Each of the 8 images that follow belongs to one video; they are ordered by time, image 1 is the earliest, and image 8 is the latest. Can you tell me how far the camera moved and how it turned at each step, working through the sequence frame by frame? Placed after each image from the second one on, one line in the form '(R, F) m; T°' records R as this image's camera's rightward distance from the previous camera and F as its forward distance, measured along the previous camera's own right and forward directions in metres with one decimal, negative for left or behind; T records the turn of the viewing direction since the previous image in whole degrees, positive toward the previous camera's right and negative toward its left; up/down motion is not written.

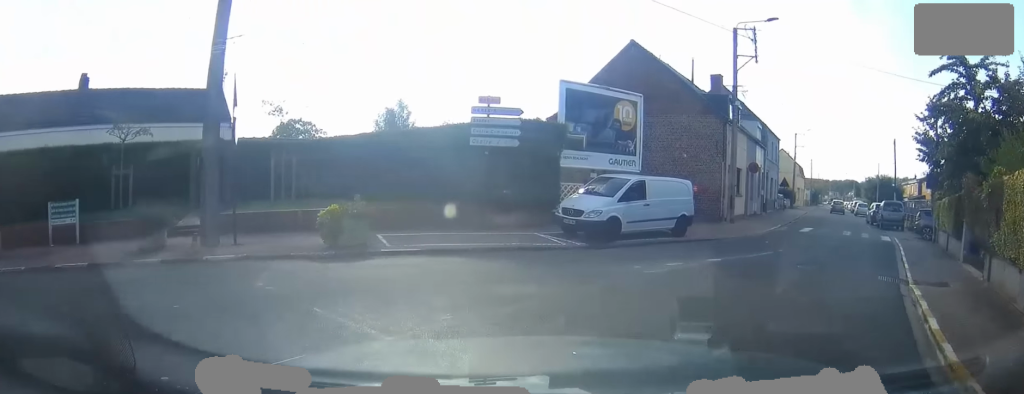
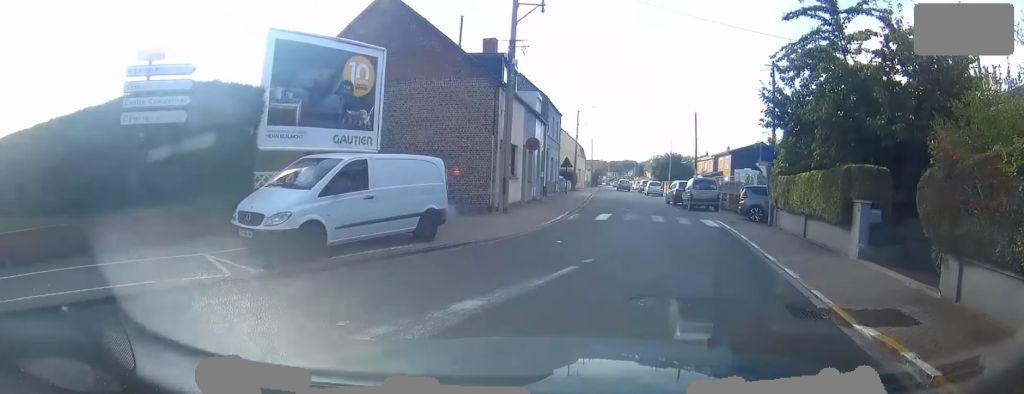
(+1.0, +5.4) m; +19°
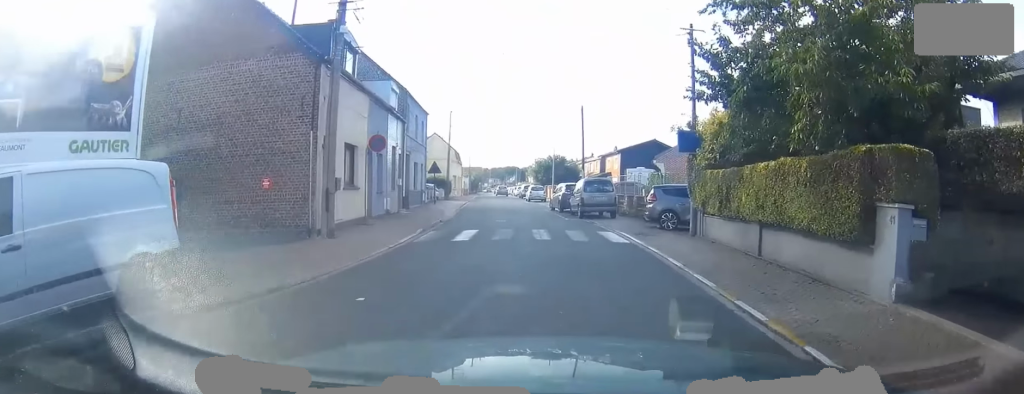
(+0.5, +5.1) m; +7°
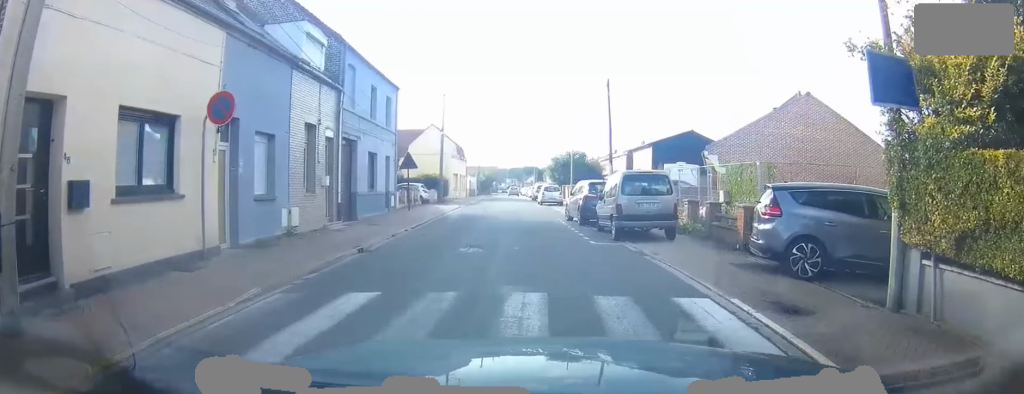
(0.0, +9.9) m; -3°
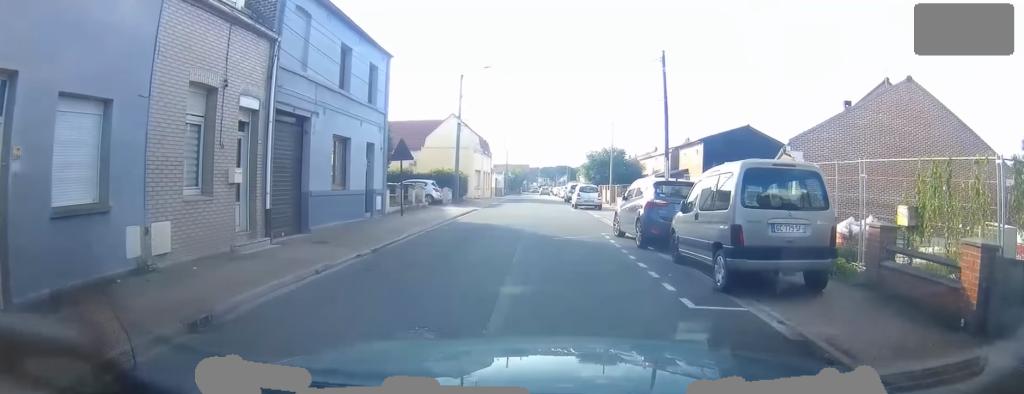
(-0.1, +7.1) m; +1°
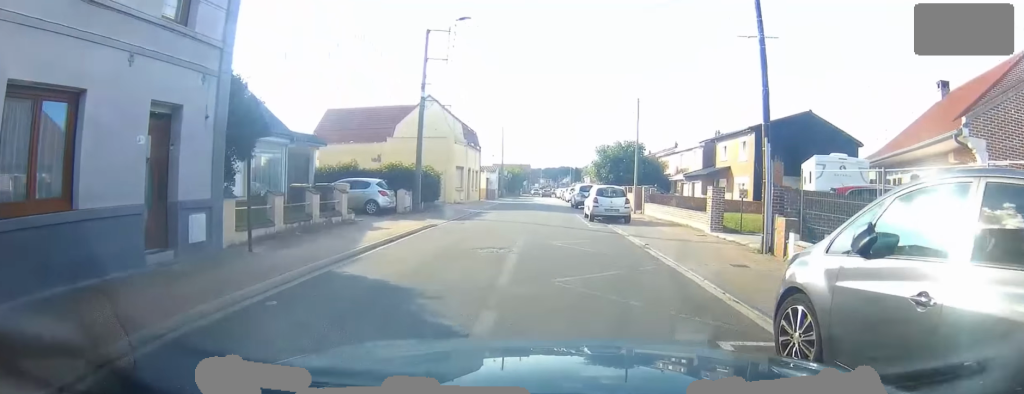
(+0.1, +10.7) m; -2°
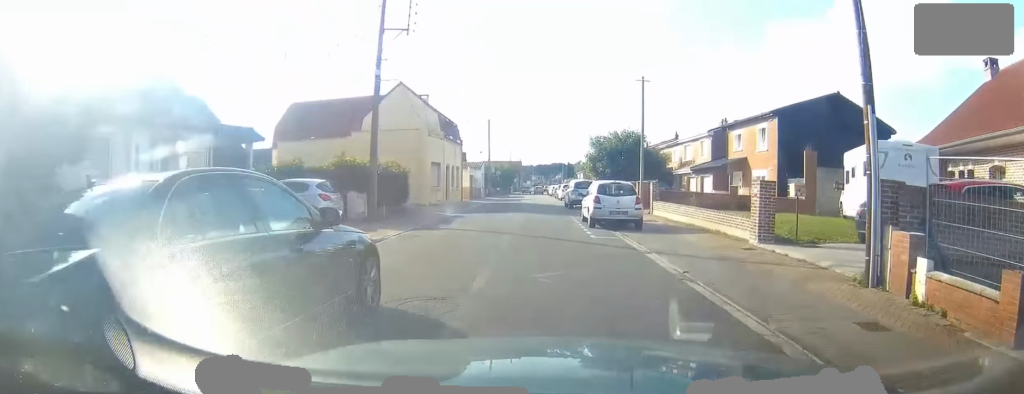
(-0.3, +4.7) m; -1°
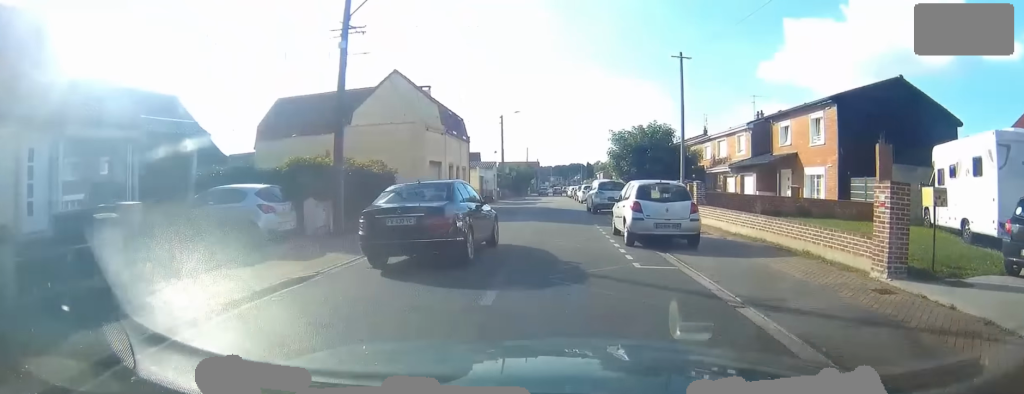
(+0.1, +4.9) m; +1°
